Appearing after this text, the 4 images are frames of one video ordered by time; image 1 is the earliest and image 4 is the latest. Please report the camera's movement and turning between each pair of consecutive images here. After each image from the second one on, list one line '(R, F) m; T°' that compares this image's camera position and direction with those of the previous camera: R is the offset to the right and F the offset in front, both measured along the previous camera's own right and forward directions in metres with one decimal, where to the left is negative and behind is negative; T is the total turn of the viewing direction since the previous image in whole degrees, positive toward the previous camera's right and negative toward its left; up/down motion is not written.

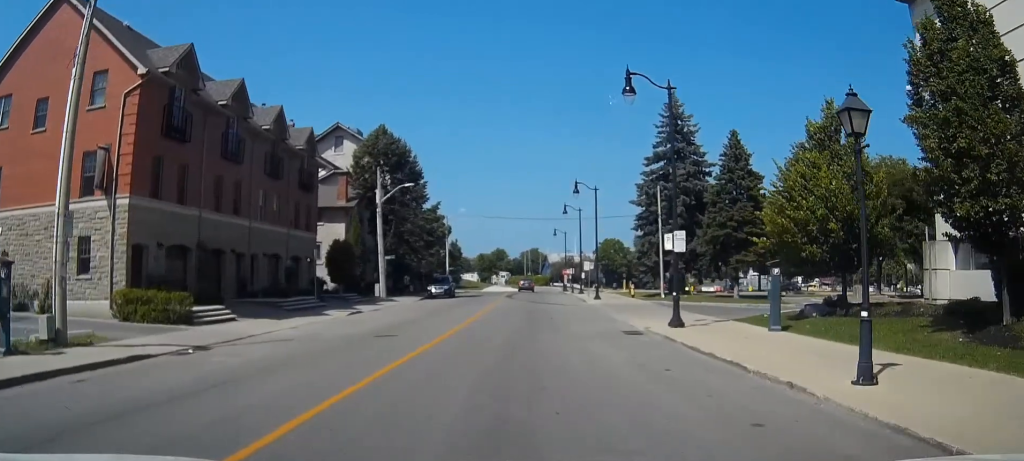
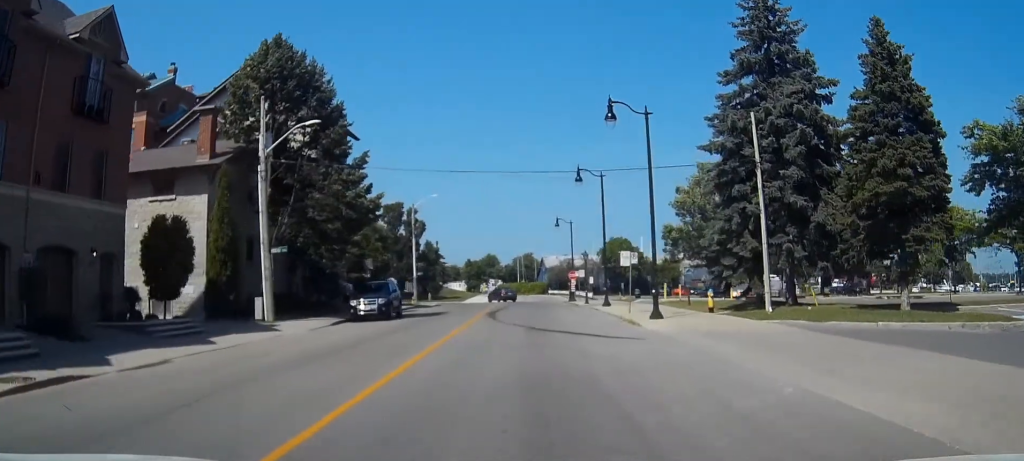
(0.0, +9.1) m; 0°
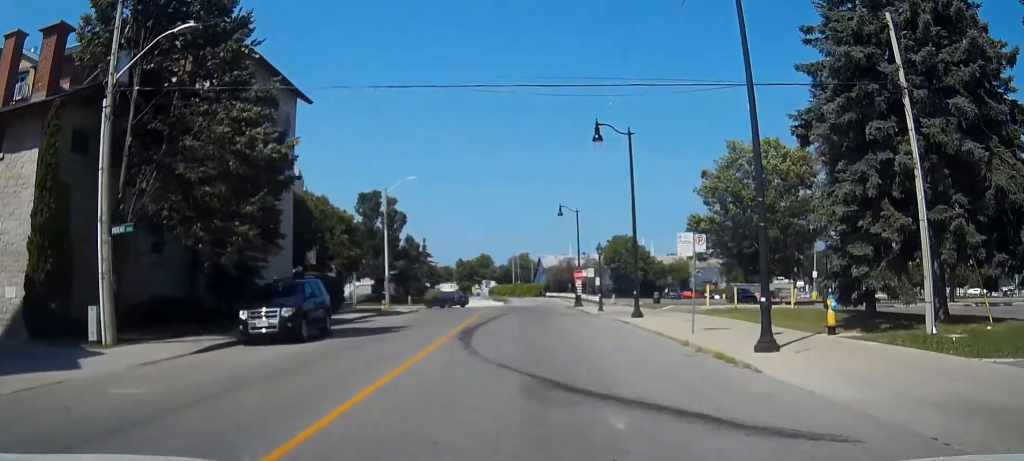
(0.0, +4.9) m; 0°
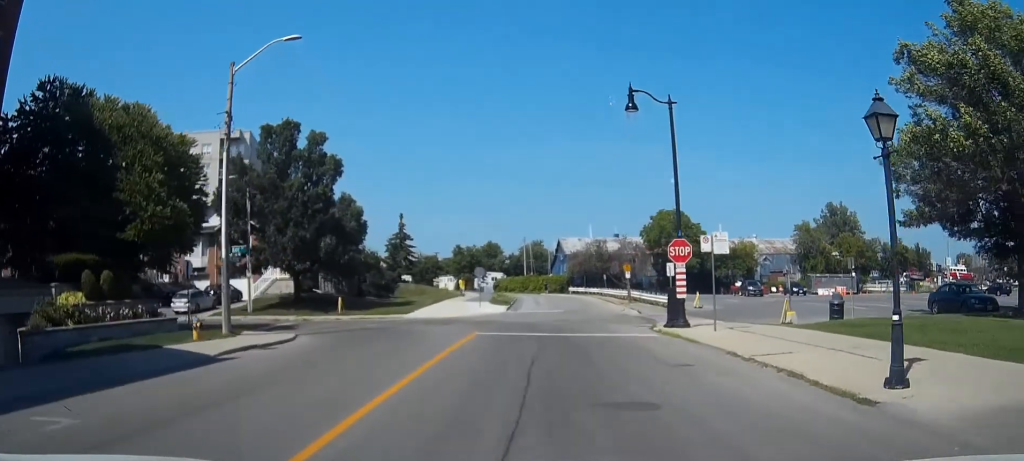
(0.0, +14.5) m; 0°
